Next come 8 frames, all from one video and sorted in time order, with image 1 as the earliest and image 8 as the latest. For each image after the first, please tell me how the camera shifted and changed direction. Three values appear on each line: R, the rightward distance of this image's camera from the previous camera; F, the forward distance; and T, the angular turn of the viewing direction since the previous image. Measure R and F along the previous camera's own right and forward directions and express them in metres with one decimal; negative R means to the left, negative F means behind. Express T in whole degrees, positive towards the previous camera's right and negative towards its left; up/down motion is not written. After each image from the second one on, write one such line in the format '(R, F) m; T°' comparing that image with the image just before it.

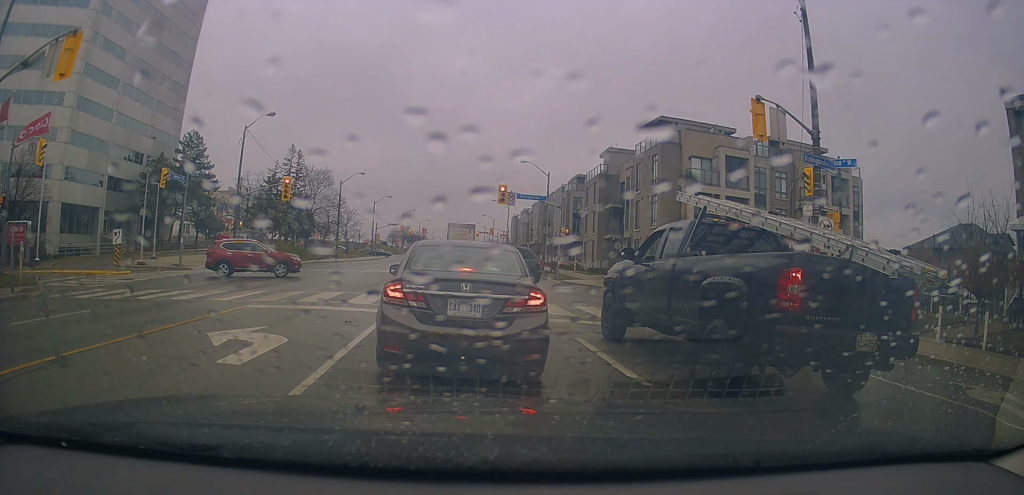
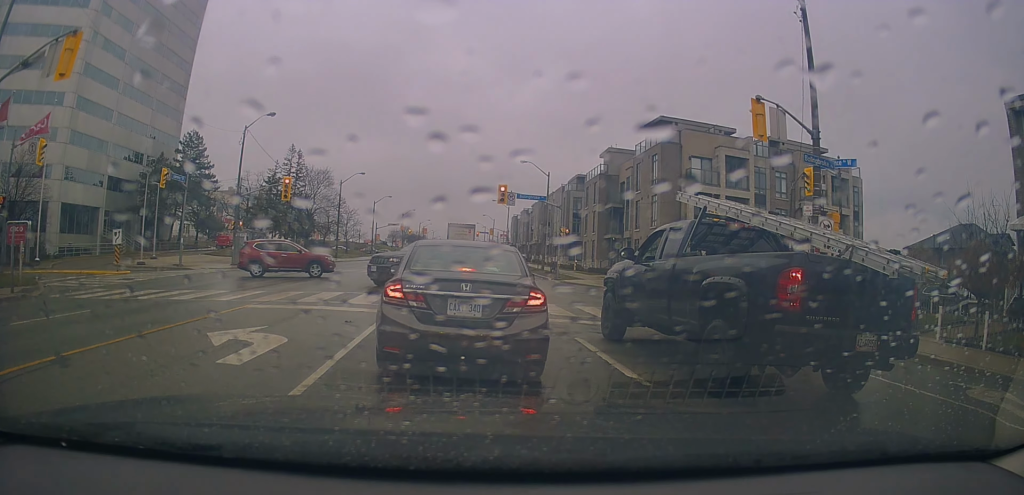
(0.0, 0.0) m; 0°
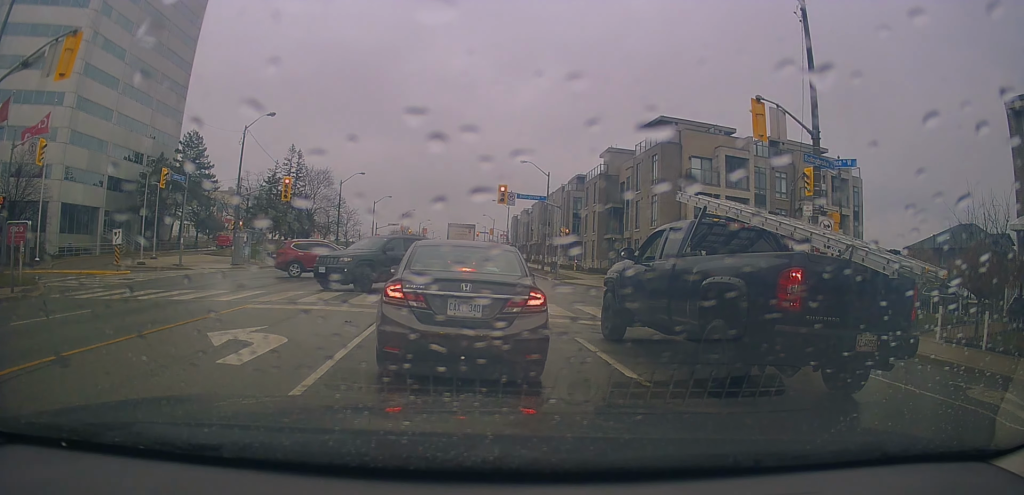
(0.0, 0.0) m; 0°
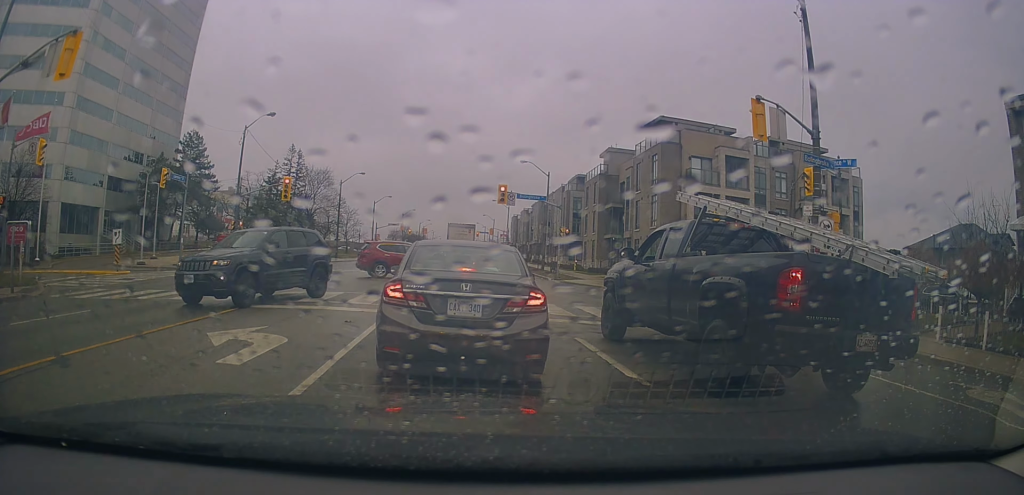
(0.0, 0.0) m; 0°
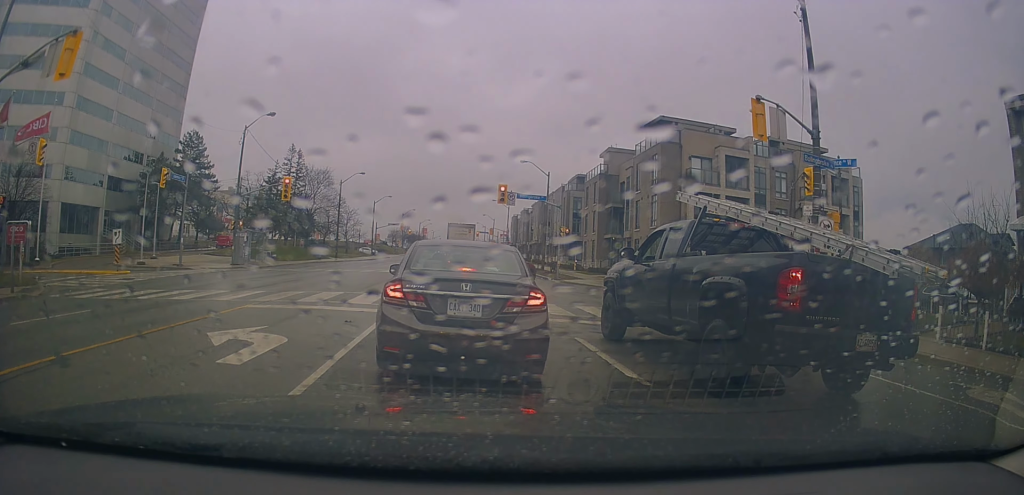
(0.0, 0.0) m; 0°
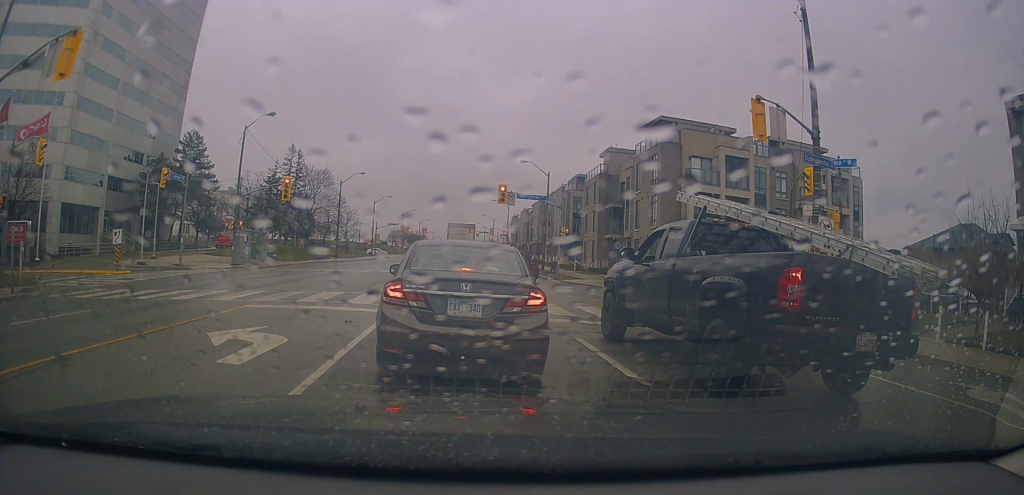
(0.0, 0.0) m; 0°
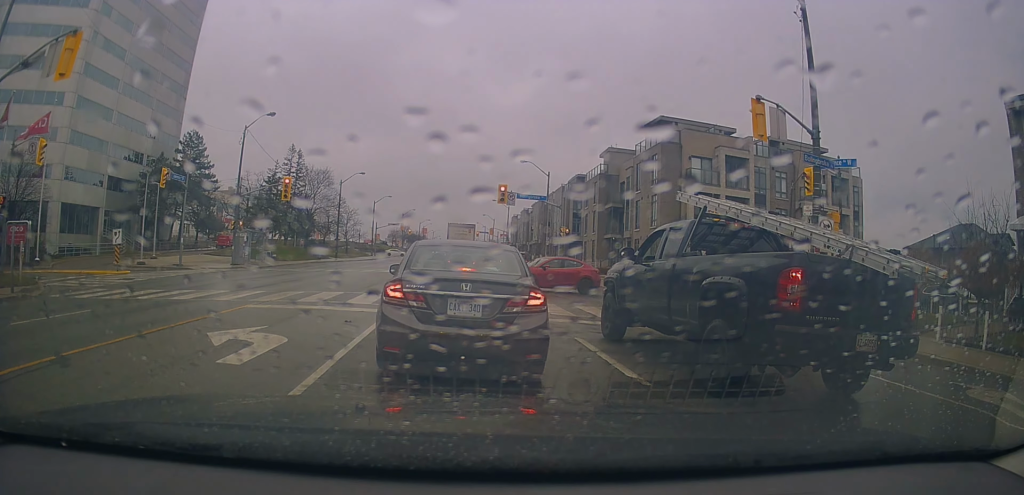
(0.0, 0.0) m; 0°
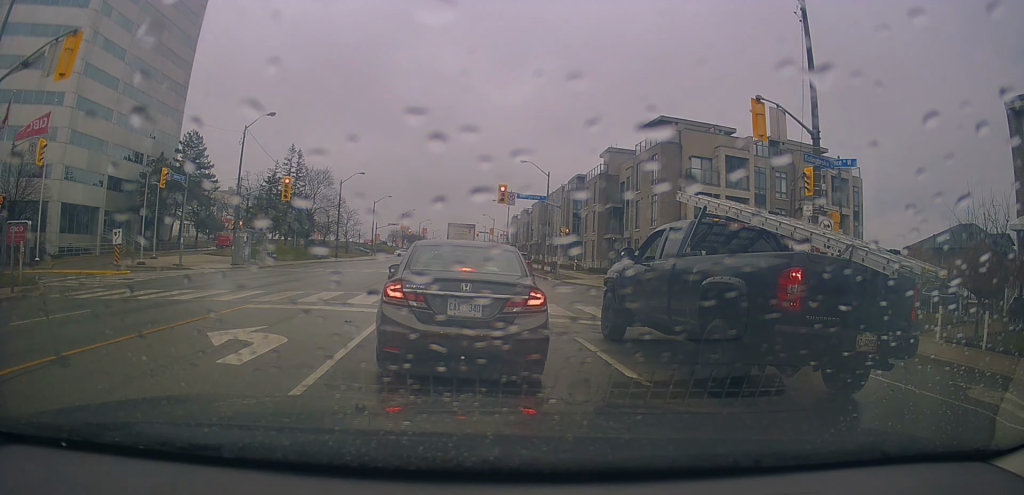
(0.0, 0.0) m; 0°
